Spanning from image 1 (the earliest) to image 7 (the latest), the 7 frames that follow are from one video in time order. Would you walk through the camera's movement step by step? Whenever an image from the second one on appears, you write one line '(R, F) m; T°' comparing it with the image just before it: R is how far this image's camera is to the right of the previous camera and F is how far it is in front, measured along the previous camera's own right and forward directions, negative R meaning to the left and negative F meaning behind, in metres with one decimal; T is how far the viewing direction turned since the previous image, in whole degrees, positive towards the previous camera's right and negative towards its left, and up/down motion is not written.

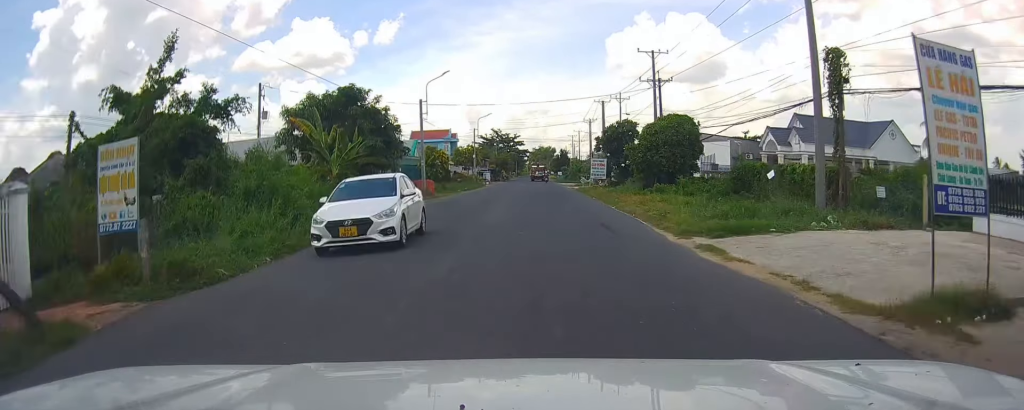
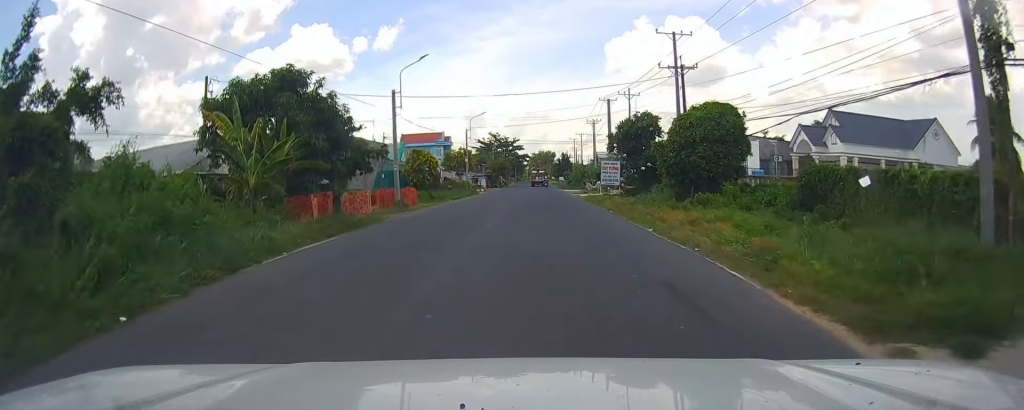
(-0.2, +8.4) m; -1°
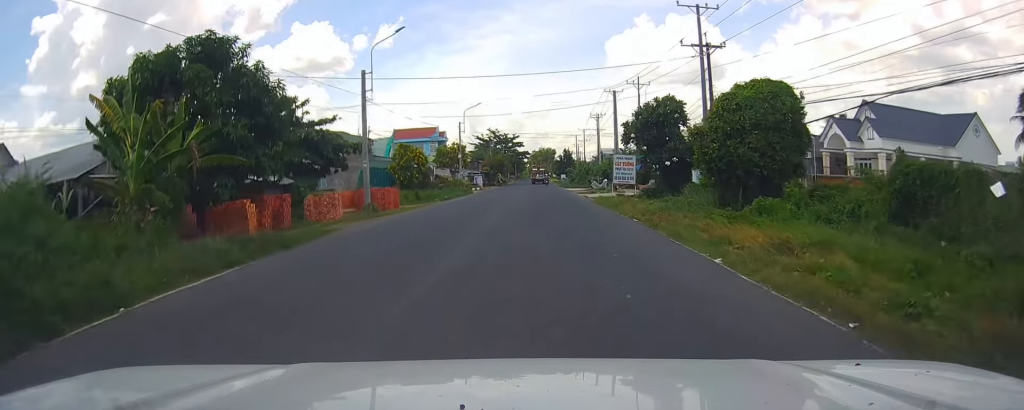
(-0.1, +6.9) m; +1°
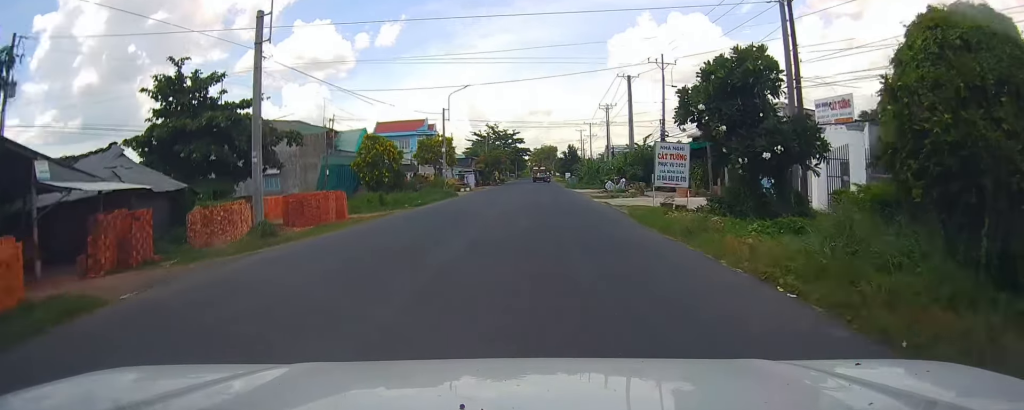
(+0.4, +12.7) m; +3°
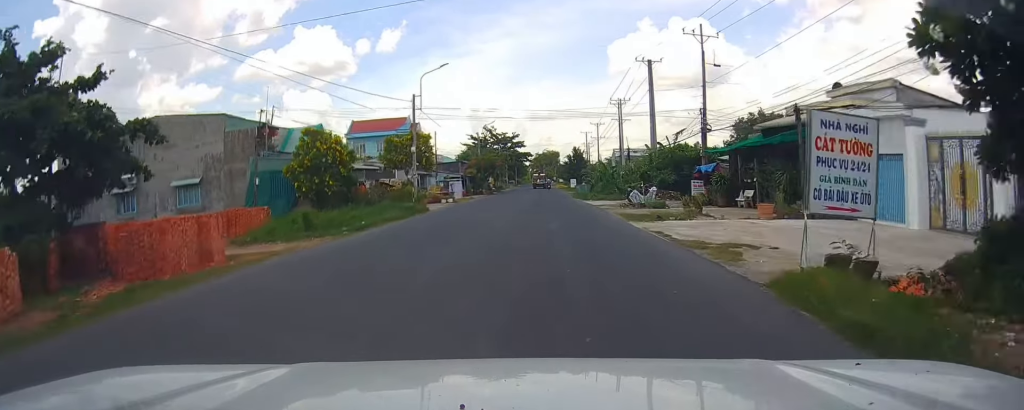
(+0.2, +13.7) m; 0°
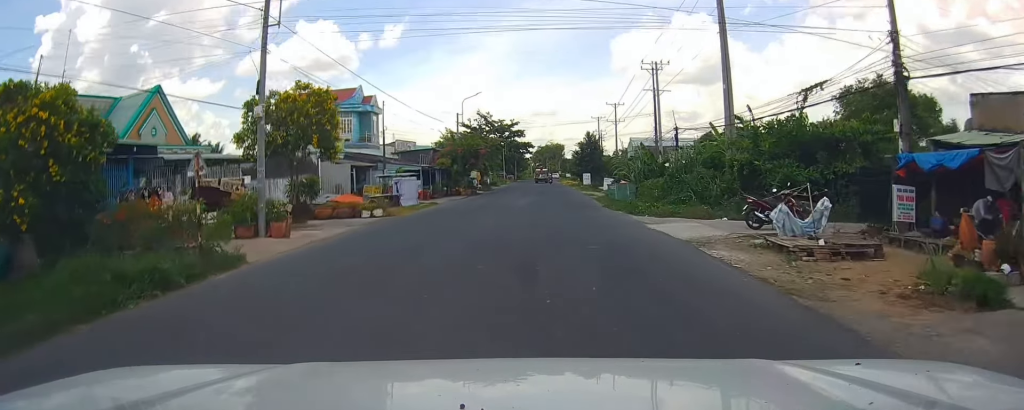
(-0.3, +23.6) m; 0°
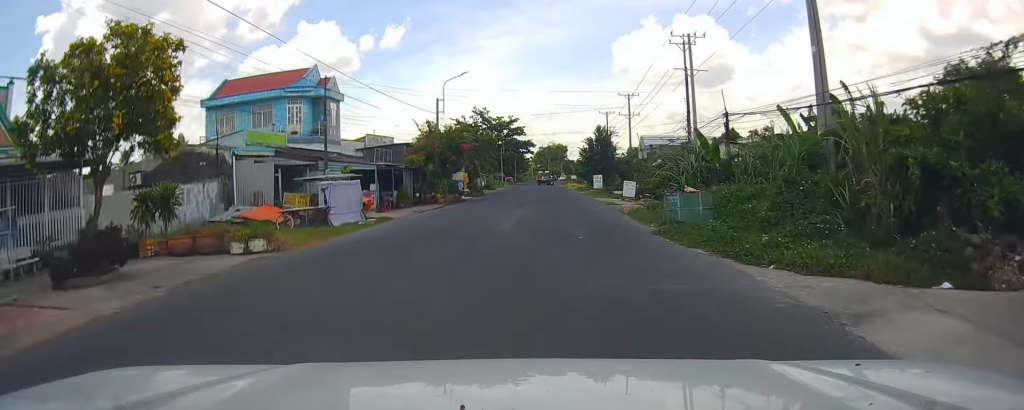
(+0.1, +12.5) m; -1°
